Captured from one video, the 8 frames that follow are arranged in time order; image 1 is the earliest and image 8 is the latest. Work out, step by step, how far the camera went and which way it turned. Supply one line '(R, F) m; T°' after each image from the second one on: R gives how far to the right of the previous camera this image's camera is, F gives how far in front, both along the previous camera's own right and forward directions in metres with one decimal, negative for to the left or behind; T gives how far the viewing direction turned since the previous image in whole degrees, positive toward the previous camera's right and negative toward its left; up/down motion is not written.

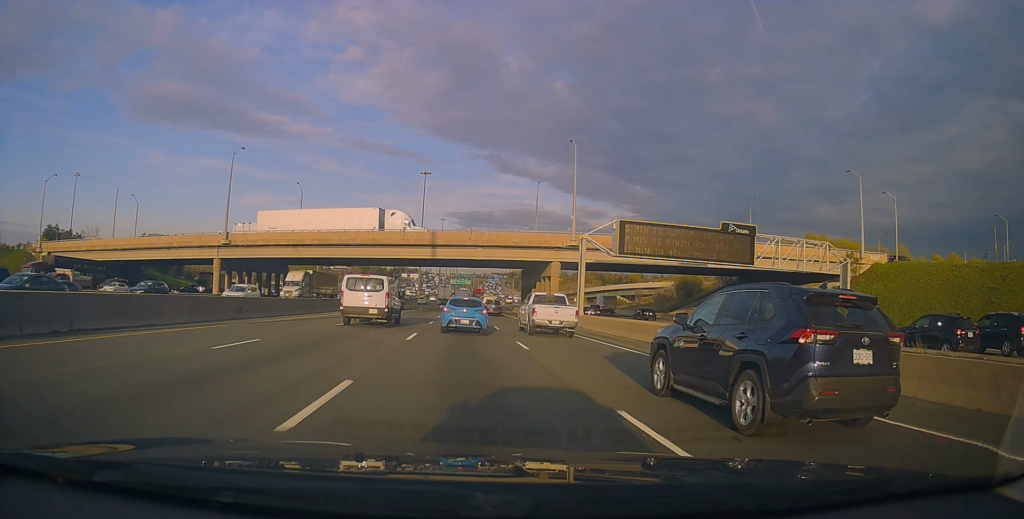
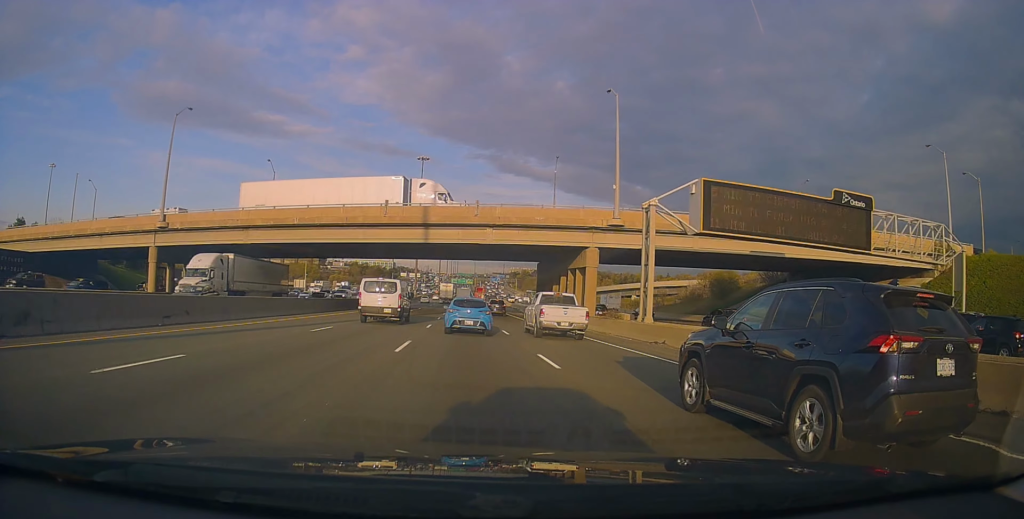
(+0.4, +16.6) m; -1°
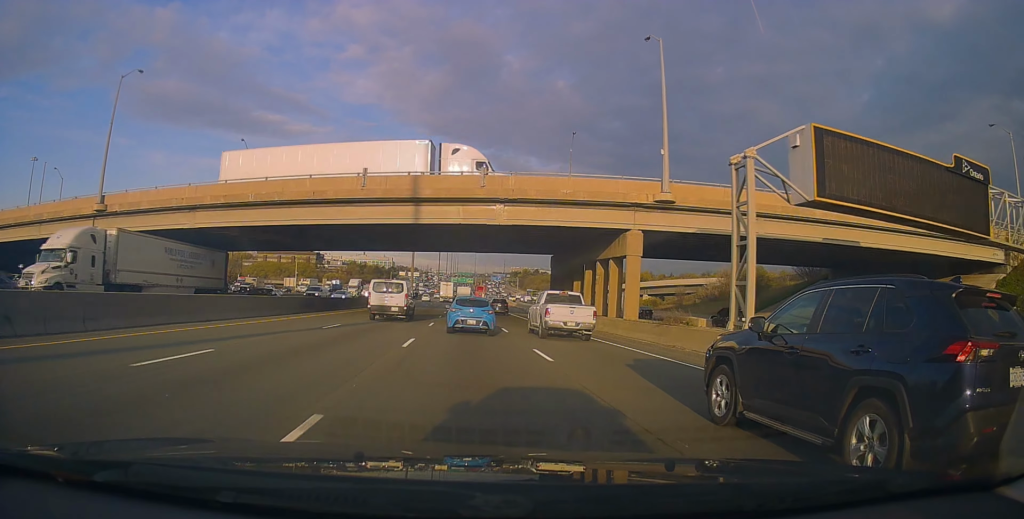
(+0.2, +10.6) m; -1°
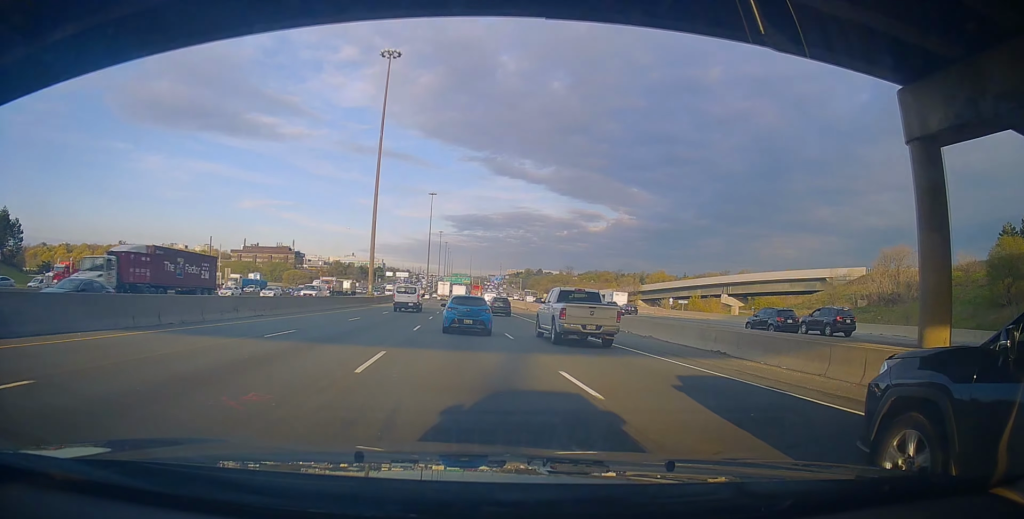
(+0.1, +54.7) m; +2°
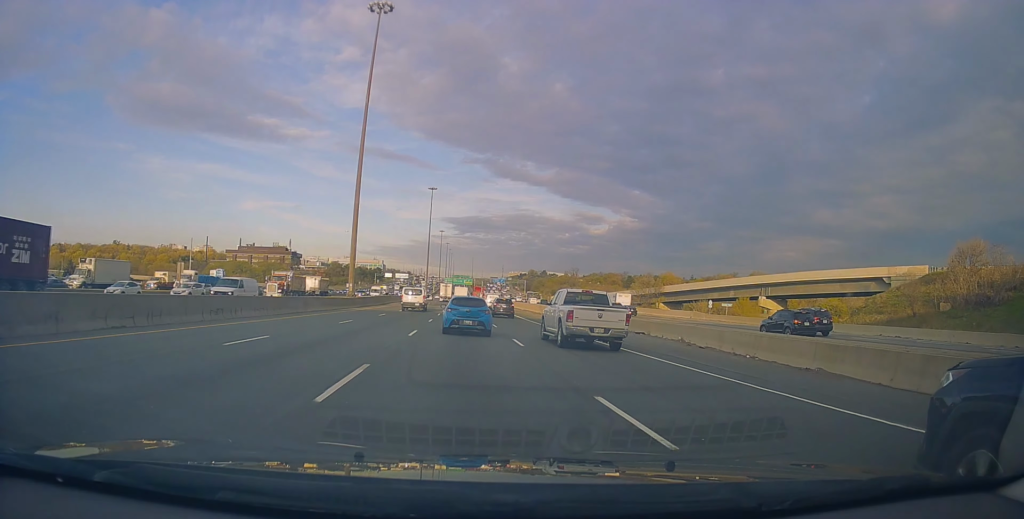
(-0.1, +15.3) m; 0°
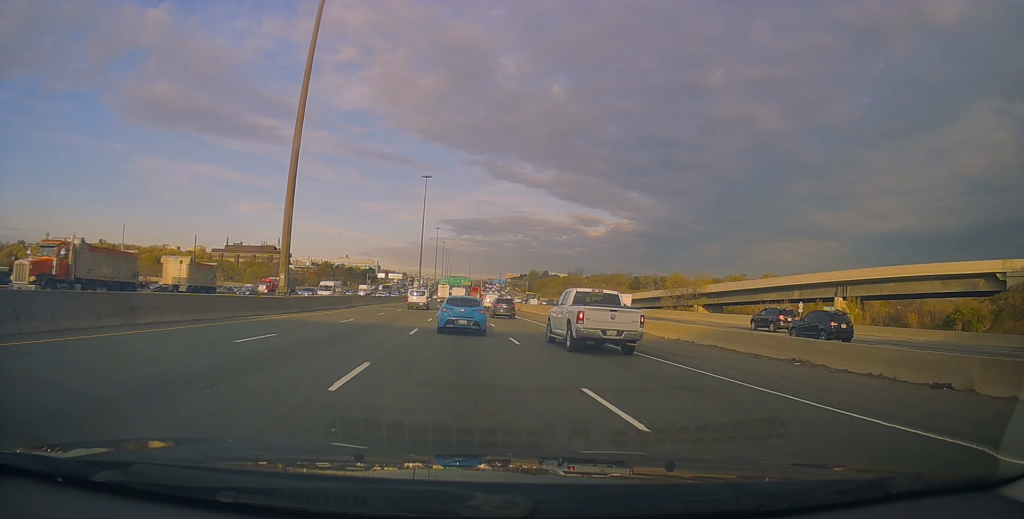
(0.0, +23.5) m; 0°
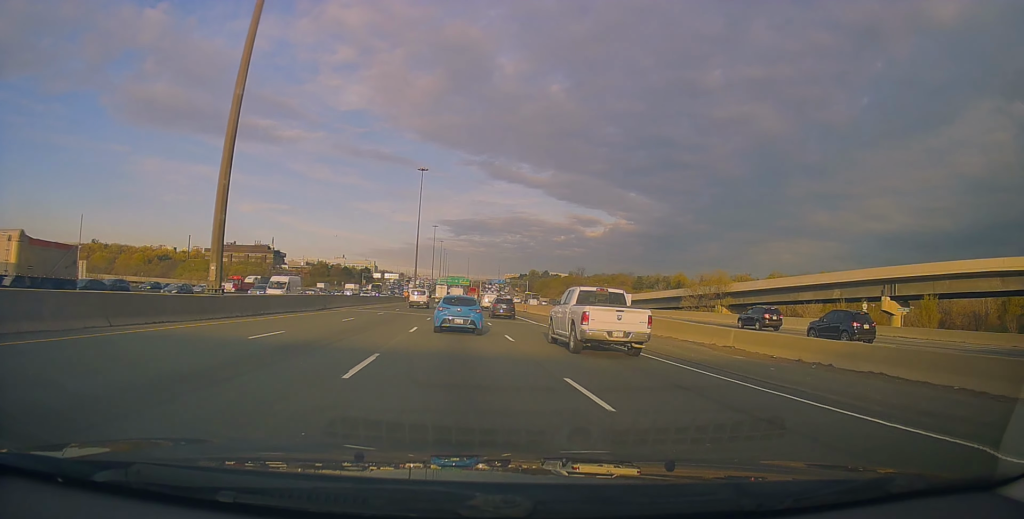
(+0.2, +11.5) m; -1°
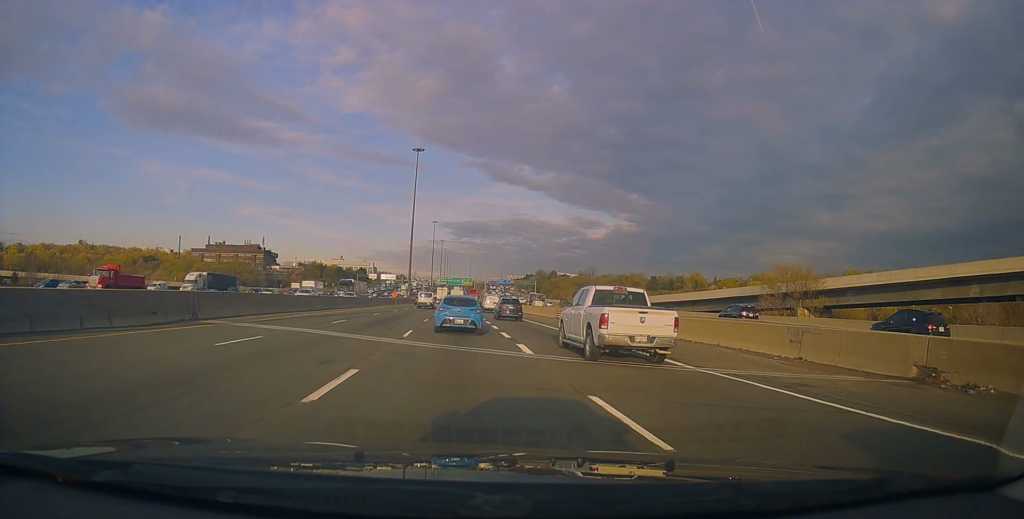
(-0.6, +26.1) m; 0°
